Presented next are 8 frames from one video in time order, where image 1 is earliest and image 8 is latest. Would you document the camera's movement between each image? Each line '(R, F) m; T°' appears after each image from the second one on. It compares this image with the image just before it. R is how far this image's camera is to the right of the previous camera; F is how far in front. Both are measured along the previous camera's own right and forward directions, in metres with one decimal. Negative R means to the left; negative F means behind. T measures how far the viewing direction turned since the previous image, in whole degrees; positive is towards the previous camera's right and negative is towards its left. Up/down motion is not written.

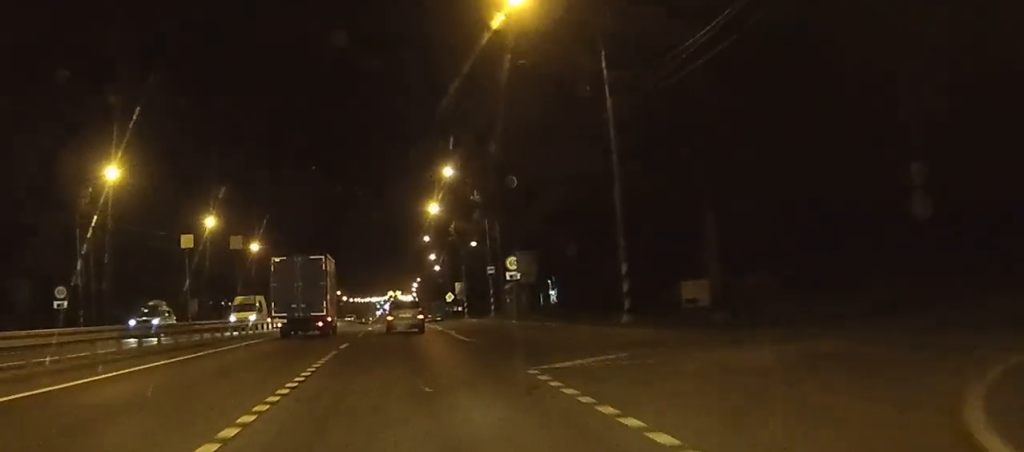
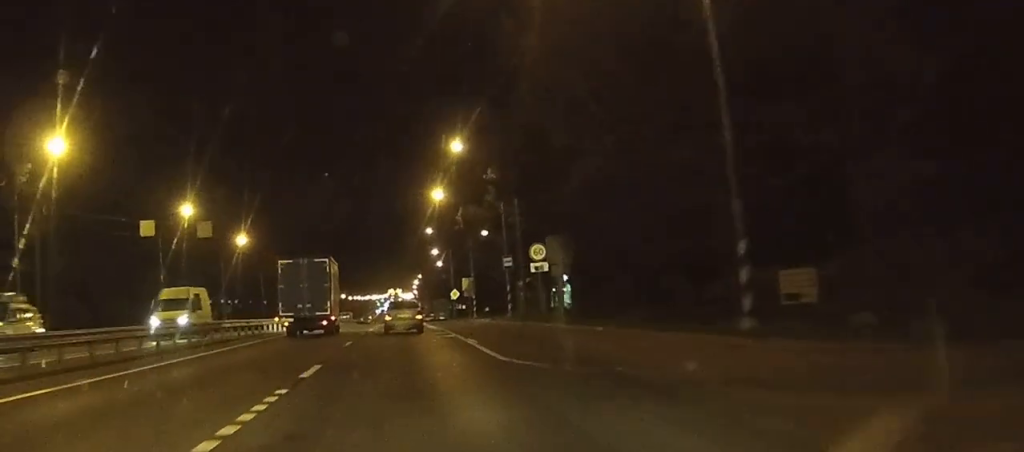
(0.0, +9.8) m; 0°
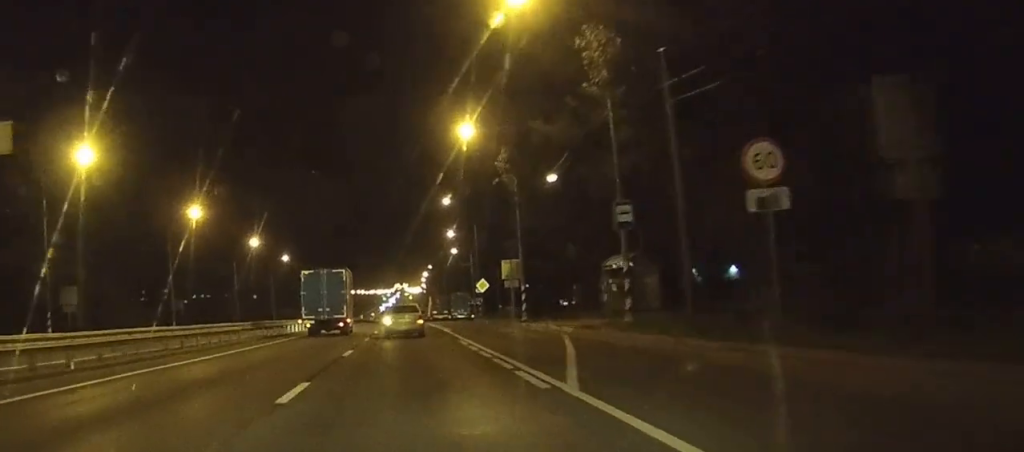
(-0.3, +27.4) m; -1°
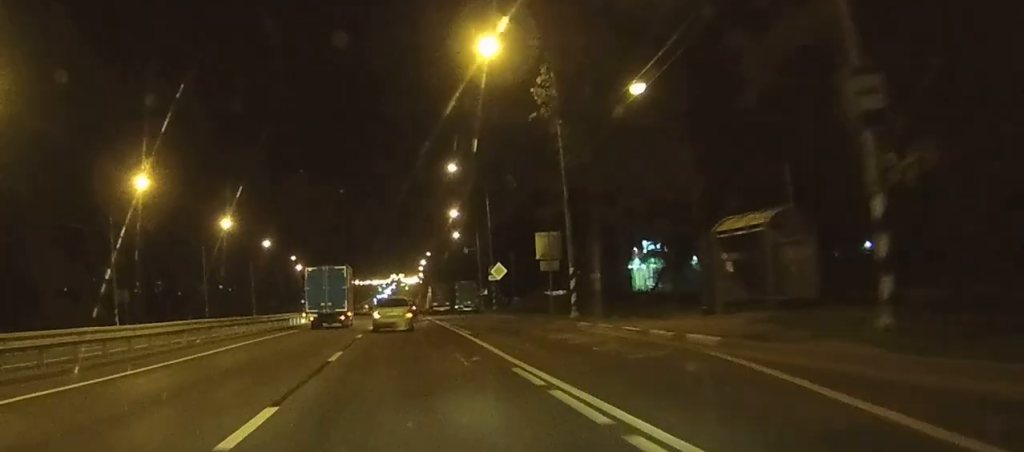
(+0.1, +15.4) m; 0°
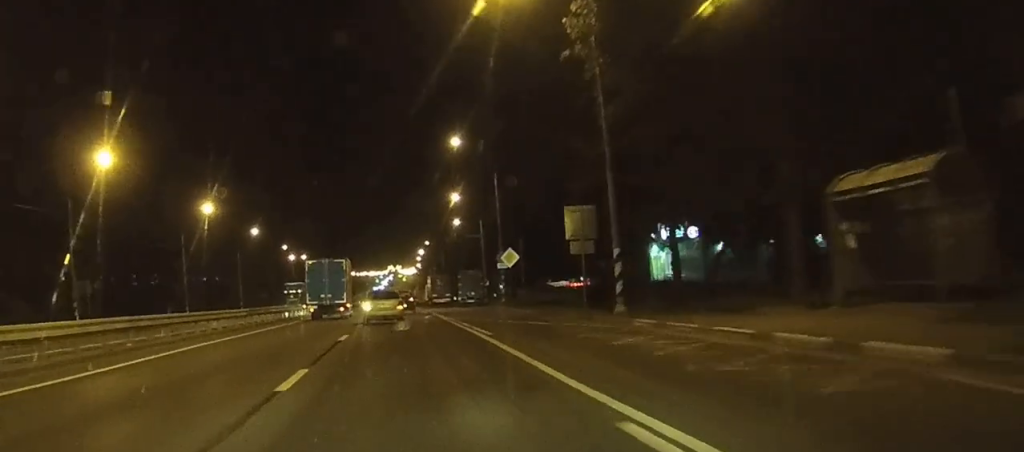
(0.0, +7.8) m; 0°
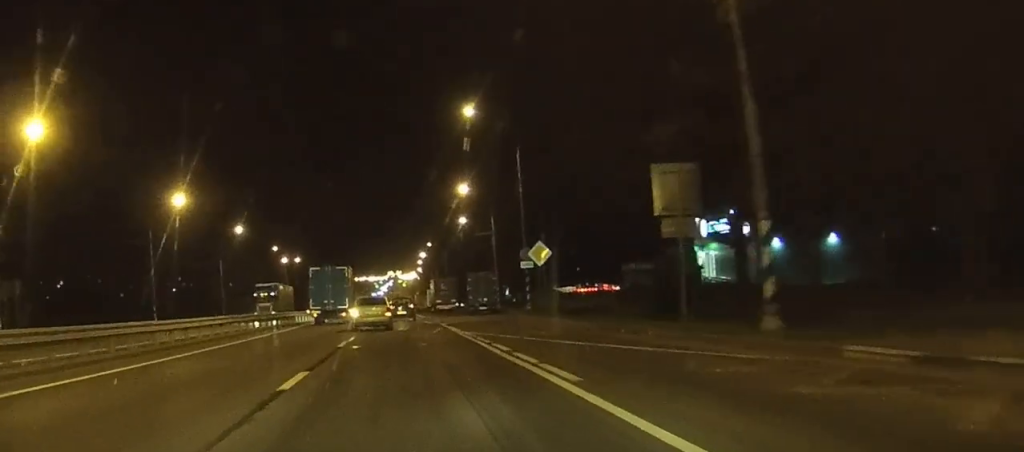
(0.0, +11.4) m; 0°
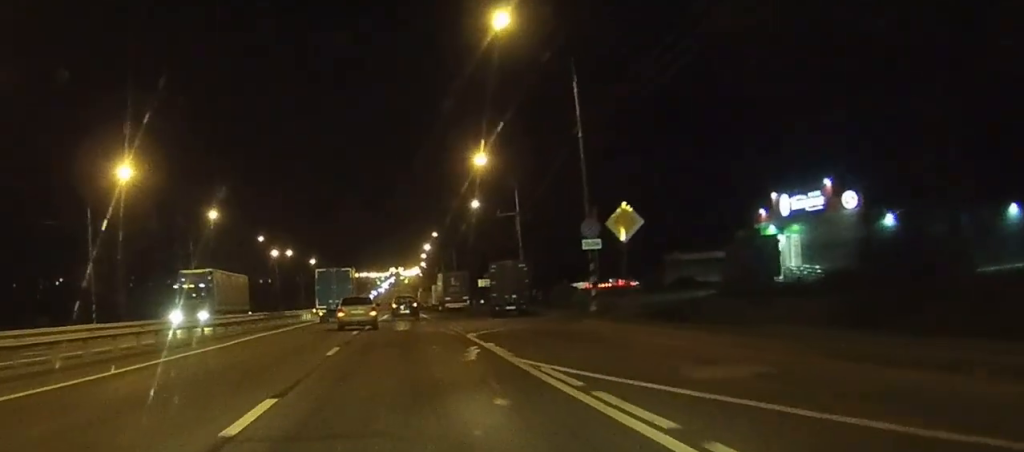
(0.0, +15.7) m; 0°
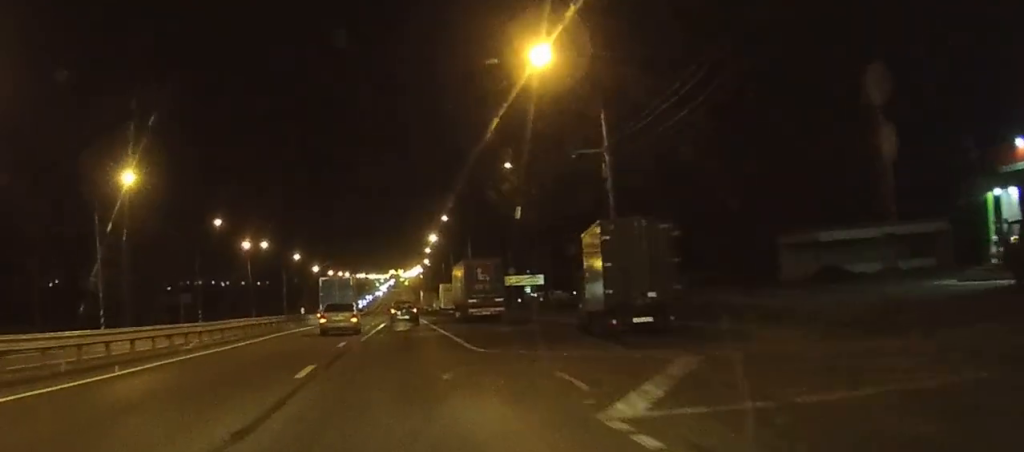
(0.0, +28.4) m; 0°
